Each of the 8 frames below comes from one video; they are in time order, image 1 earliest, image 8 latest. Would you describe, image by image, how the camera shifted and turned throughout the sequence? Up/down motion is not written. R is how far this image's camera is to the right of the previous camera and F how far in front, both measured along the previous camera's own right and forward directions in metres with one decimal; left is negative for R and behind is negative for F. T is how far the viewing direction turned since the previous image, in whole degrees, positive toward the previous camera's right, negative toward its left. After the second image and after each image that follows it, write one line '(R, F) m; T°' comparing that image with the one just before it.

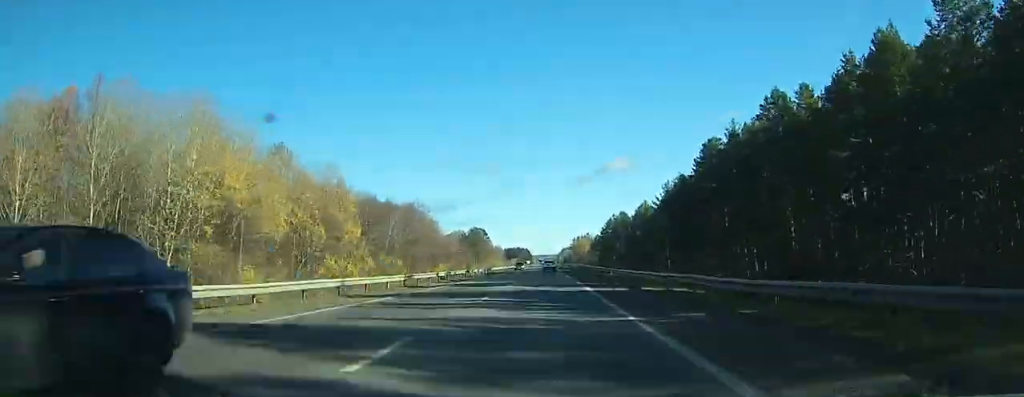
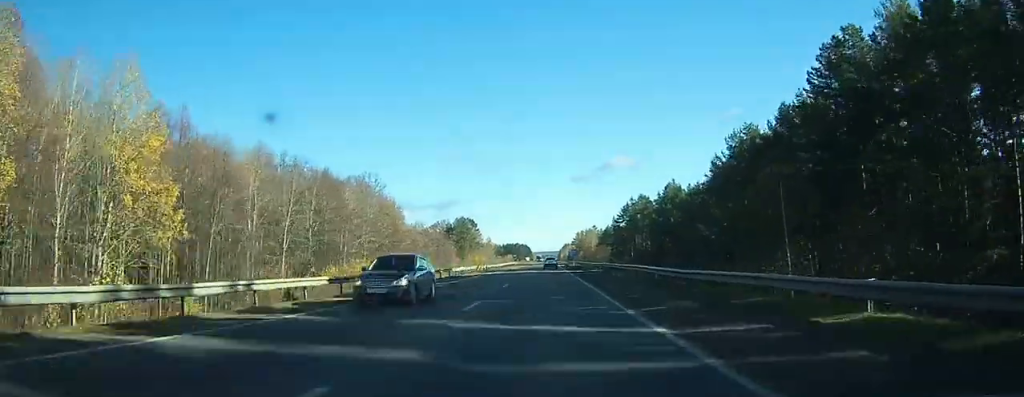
(0.0, +40.0) m; 0°
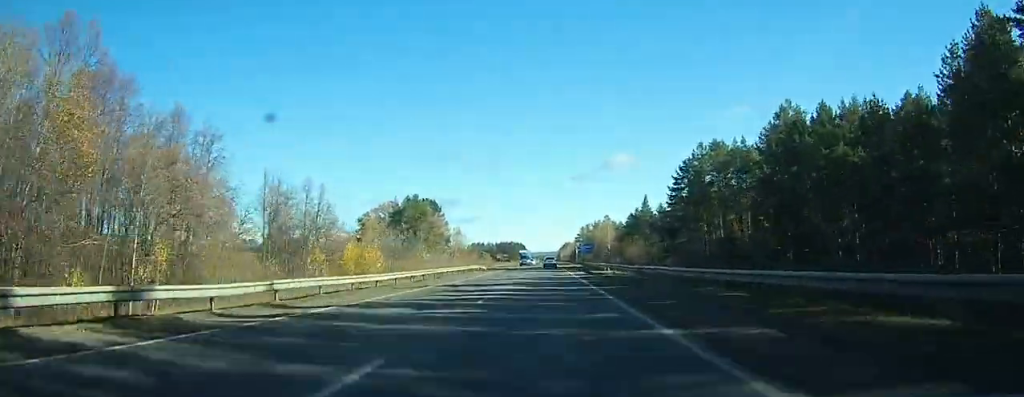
(0.0, +71.1) m; 0°
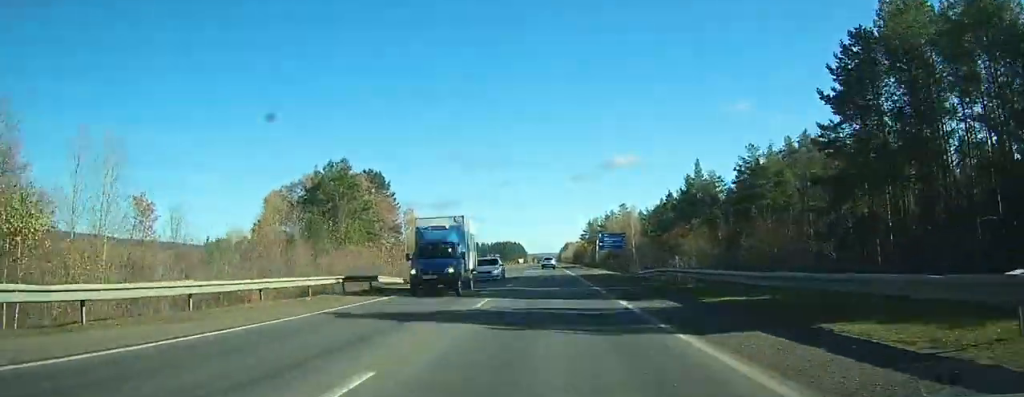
(-0.1, +49.2) m; -1°
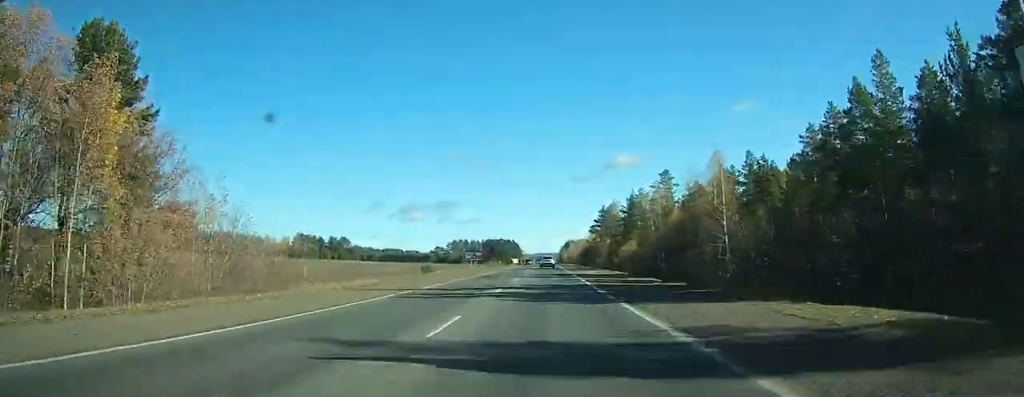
(-0.2, +66.3) m; 0°
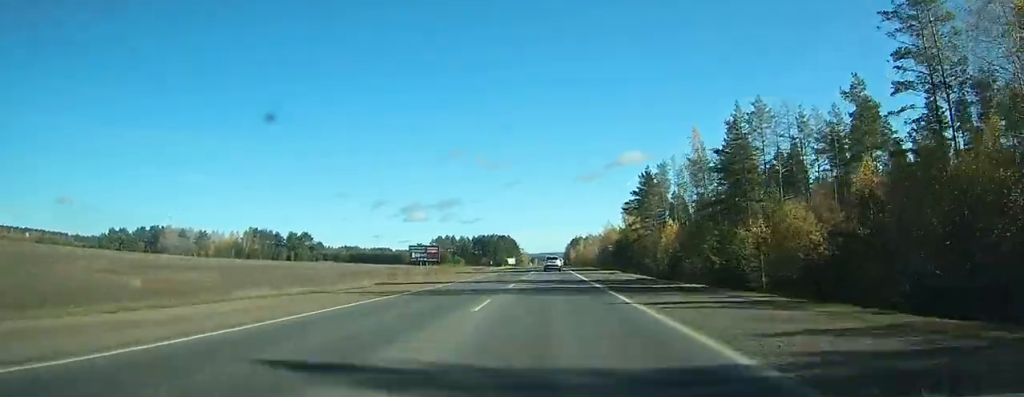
(+0.6, +79.9) m; 0°
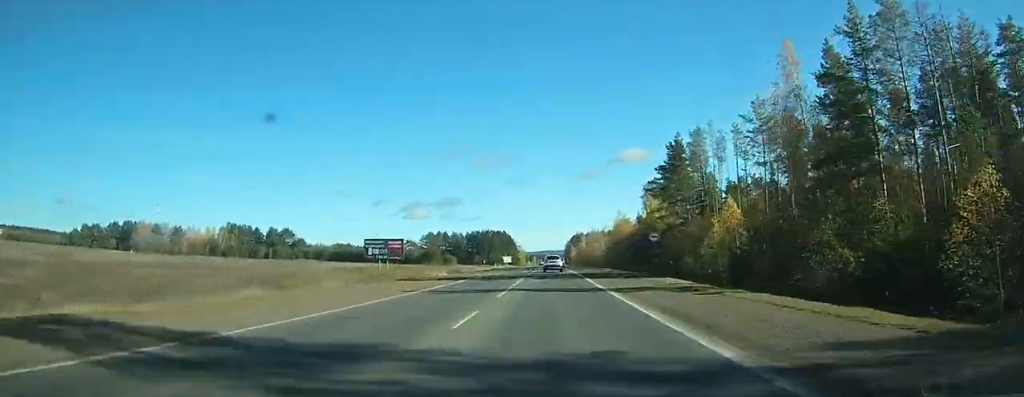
(0.0, +26.7) m; 0°
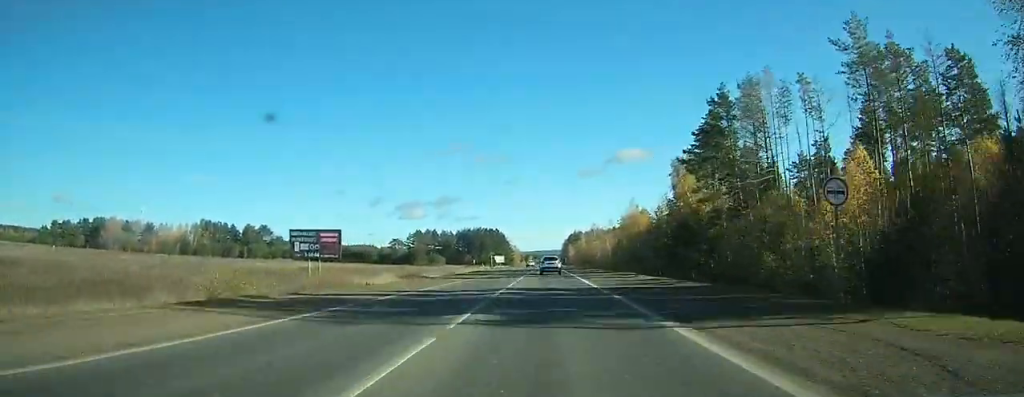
(0.0, +24.5) m; 0°
